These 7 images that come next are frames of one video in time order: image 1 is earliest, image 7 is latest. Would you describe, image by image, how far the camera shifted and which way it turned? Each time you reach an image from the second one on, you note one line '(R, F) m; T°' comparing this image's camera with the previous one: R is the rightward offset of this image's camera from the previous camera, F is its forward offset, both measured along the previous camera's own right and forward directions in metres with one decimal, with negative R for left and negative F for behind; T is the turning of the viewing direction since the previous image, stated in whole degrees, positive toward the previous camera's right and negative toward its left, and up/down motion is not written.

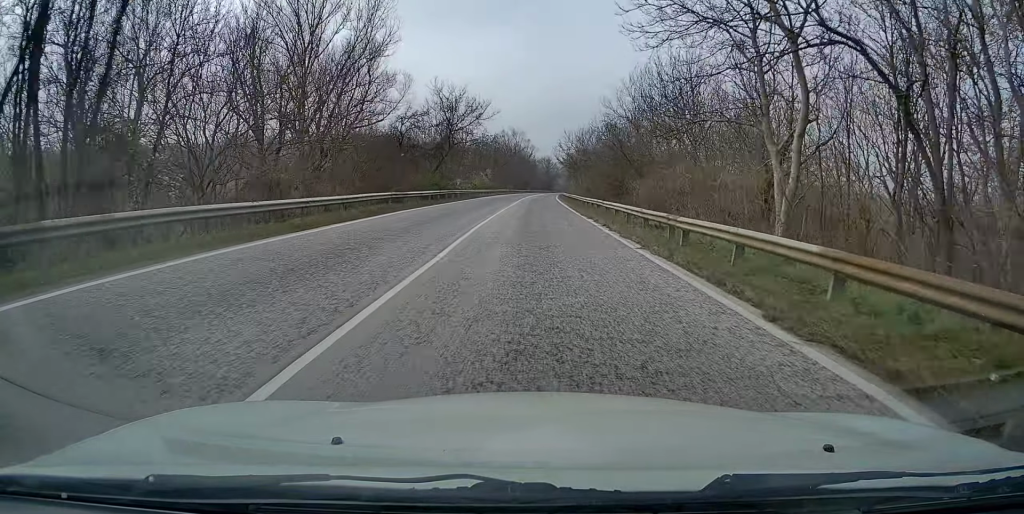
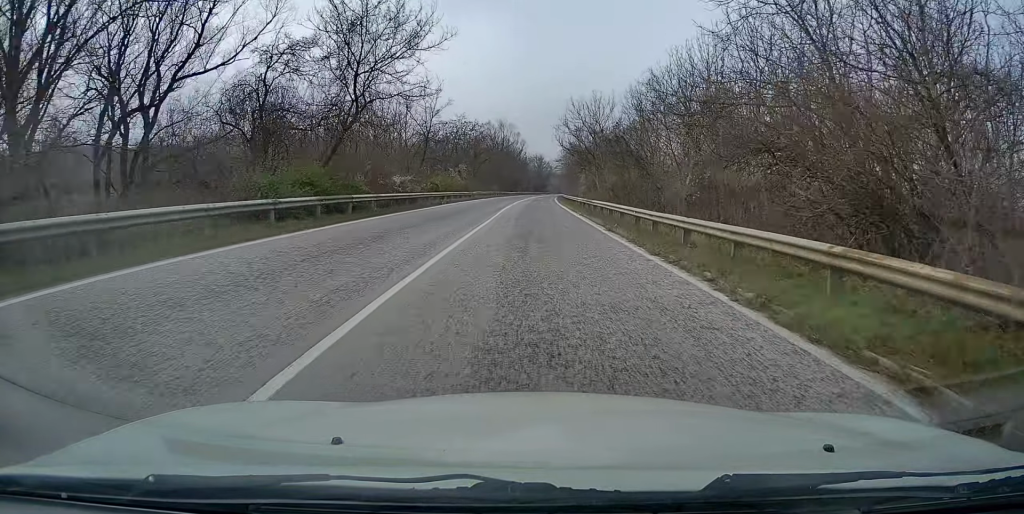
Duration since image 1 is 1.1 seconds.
(+0.4, +29.4) m; +1°
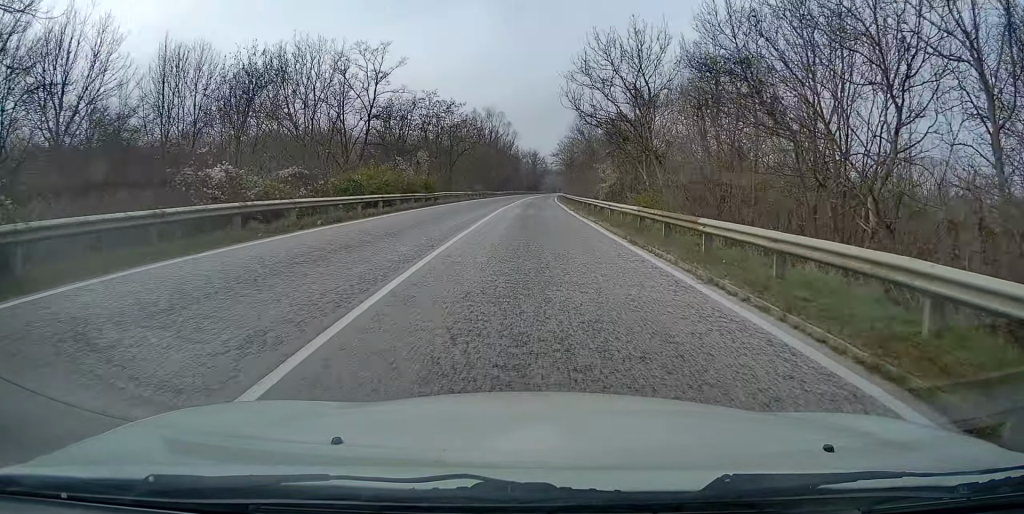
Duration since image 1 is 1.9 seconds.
(0.0, +23.8) m; 0°
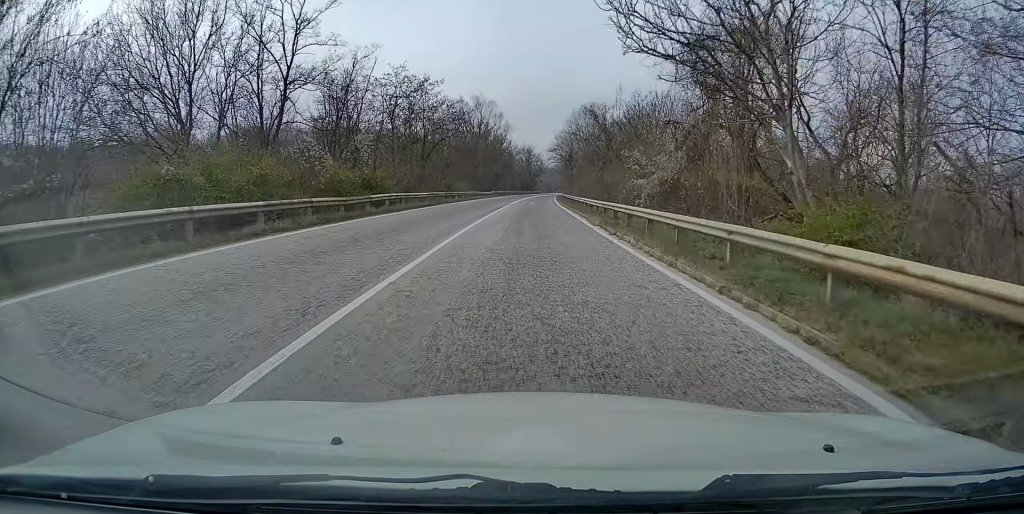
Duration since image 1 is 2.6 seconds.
(0.0, +17.7) m; +1°
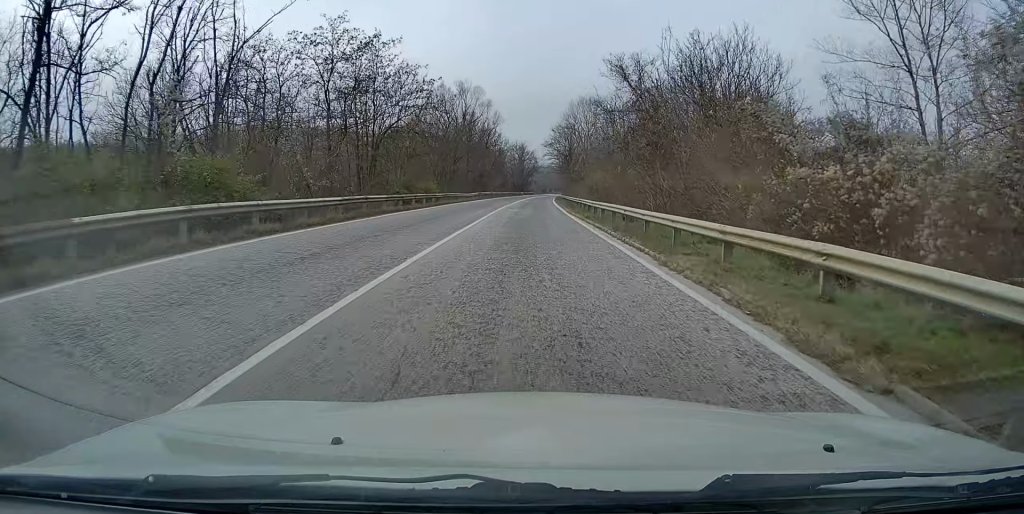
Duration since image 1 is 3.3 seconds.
(0.0, +18.7) m; +1°
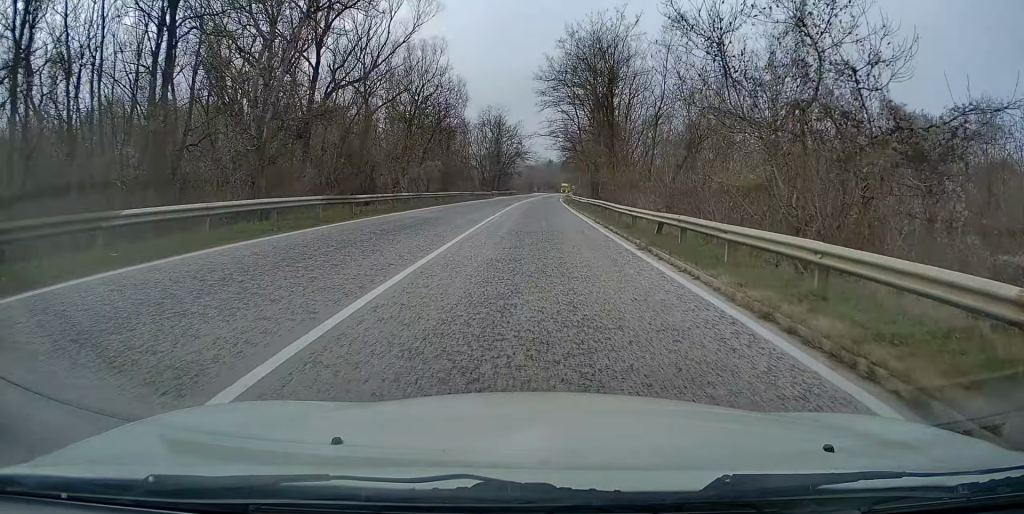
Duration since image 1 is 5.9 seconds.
(+1.8, +71.7) m; +3°
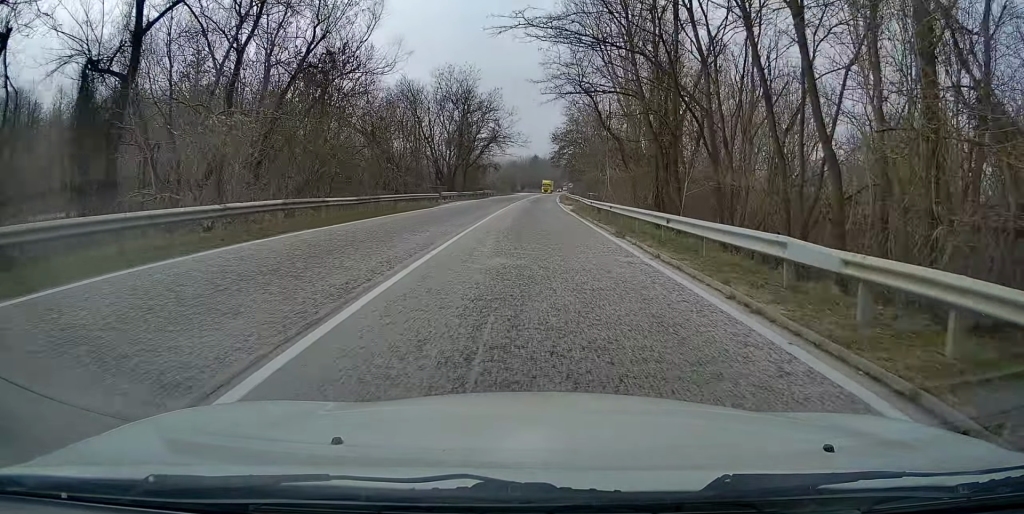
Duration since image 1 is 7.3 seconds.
(0.0, +36.8) m; 0°
